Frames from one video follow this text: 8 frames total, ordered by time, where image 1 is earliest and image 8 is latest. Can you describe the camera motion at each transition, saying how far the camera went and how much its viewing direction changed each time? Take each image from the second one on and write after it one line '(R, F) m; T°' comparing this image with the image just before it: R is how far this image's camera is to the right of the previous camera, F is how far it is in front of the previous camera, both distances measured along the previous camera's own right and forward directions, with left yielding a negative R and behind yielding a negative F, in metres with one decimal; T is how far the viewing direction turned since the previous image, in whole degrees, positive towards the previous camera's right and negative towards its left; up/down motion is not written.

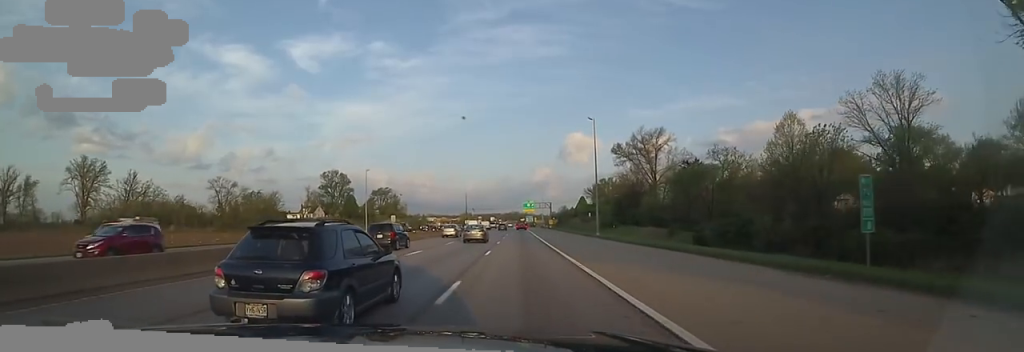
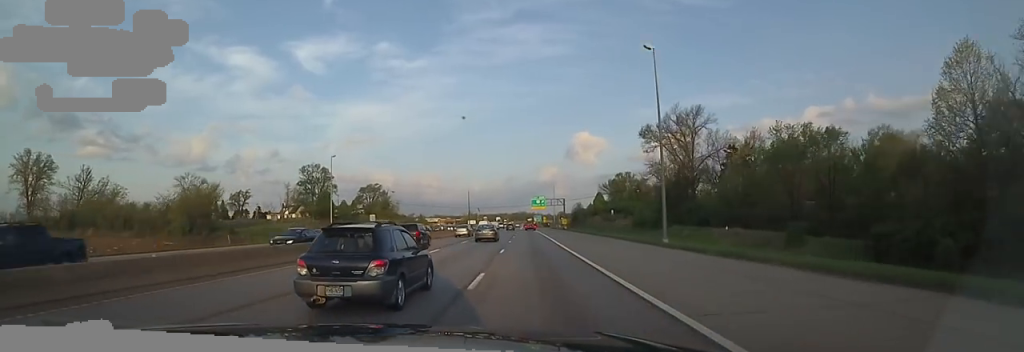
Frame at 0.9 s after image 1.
(-0.9, +23.8) m; -2°
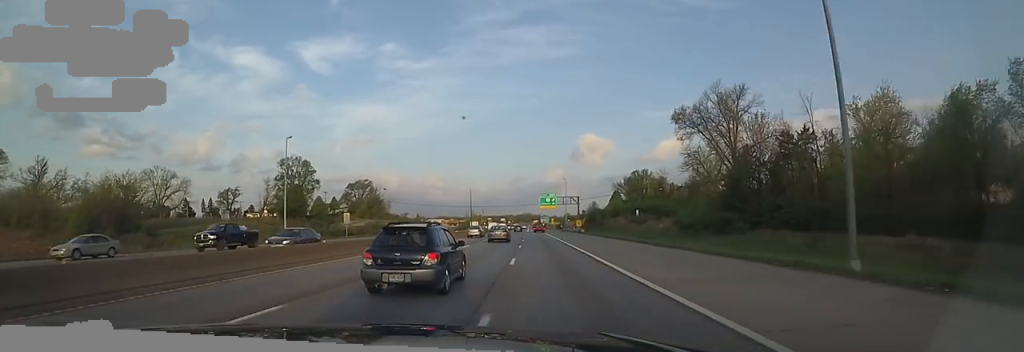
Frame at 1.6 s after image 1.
(-0.1, +18.8) m; 0°
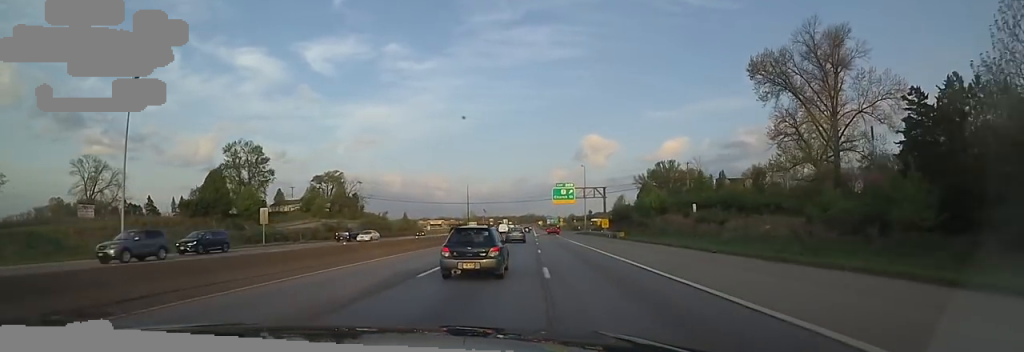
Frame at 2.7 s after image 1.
(0.0, +29.1) m; +3°
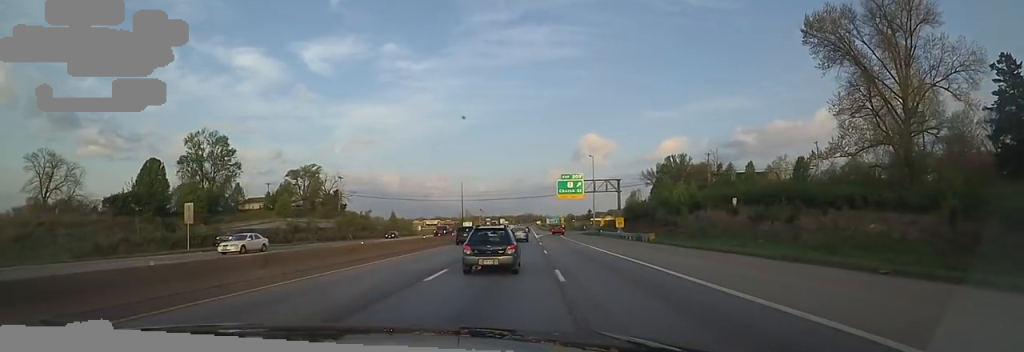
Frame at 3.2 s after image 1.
(+0.5, +13.1) m; 0°
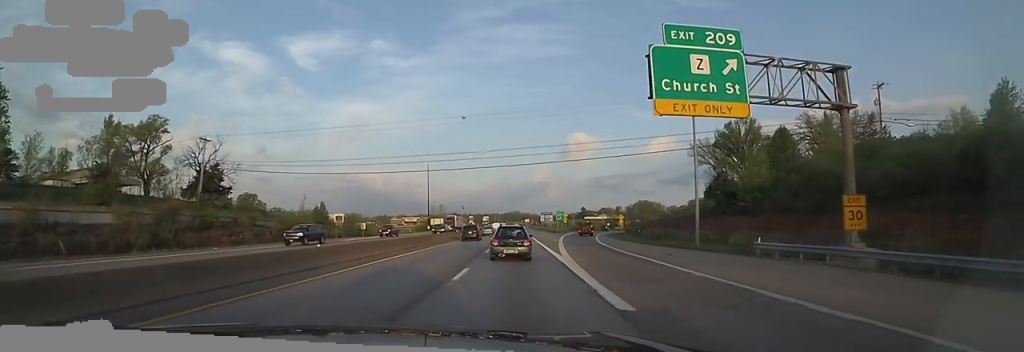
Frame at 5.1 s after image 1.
(0.0, +50.9) m; 0°
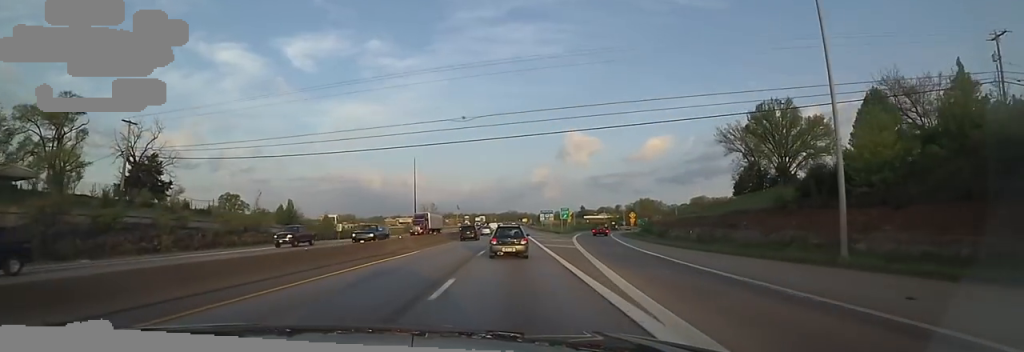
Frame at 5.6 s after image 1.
(+0.8, +15.8) m; 0°
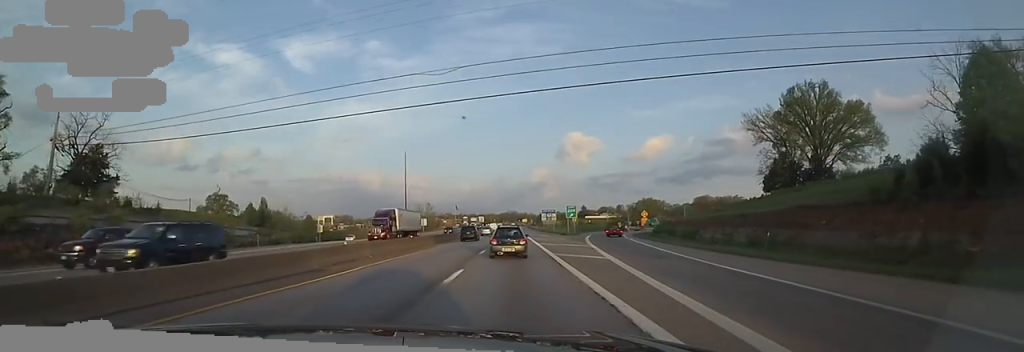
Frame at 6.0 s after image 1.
(-0.2, +11.3) m; -1°
